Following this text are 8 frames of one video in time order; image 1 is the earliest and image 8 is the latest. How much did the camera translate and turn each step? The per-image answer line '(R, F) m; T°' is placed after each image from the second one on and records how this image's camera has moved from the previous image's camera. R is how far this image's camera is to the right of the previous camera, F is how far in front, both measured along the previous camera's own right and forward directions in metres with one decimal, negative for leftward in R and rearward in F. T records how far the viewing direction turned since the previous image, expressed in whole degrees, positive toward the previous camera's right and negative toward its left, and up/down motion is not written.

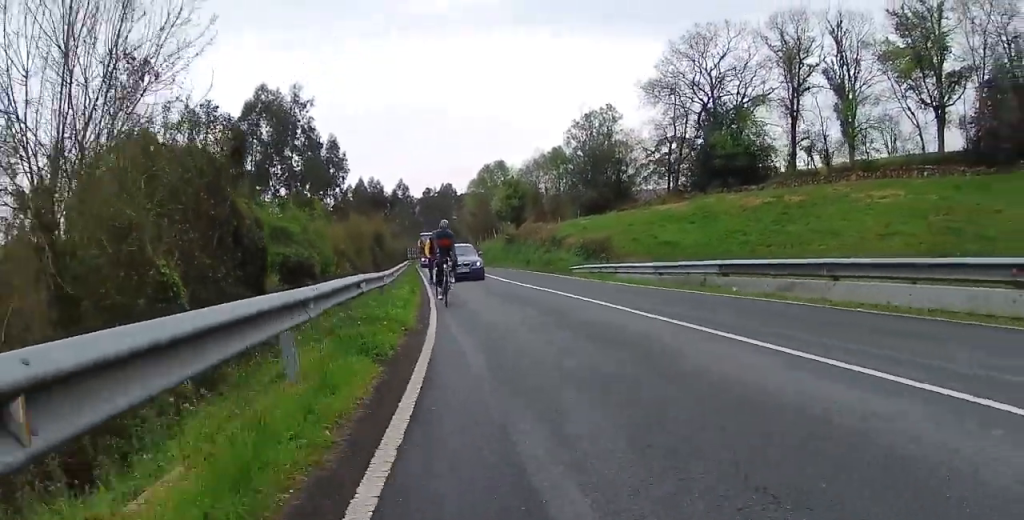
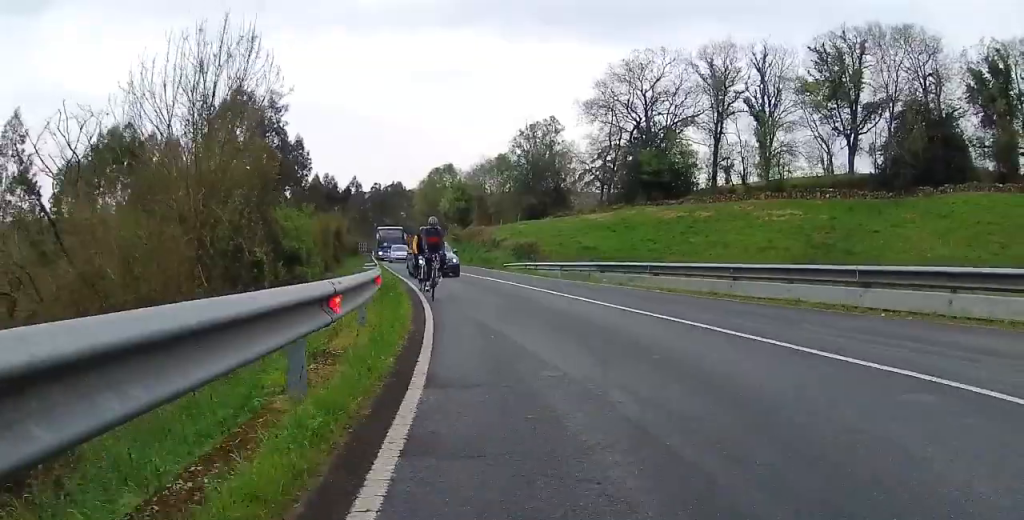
(+0.8, +7.1) m; +12°
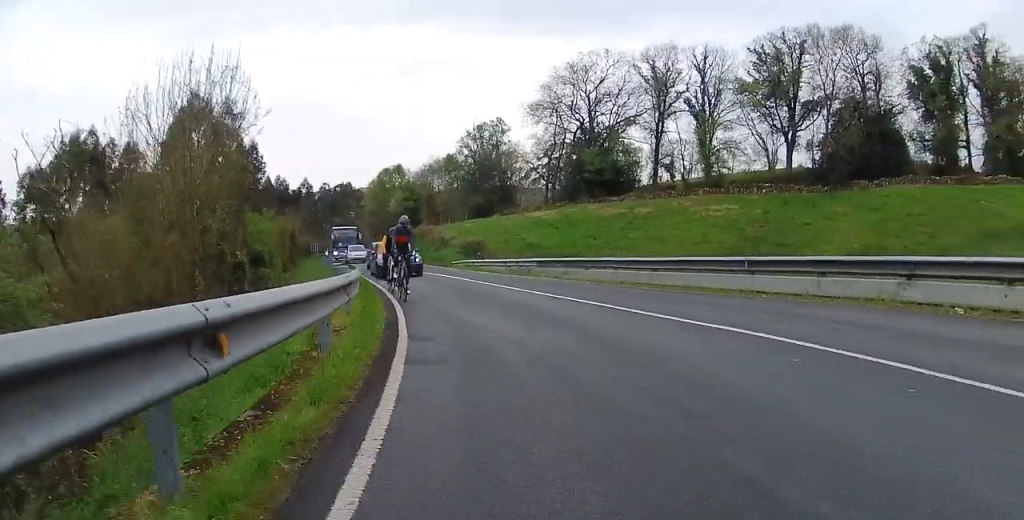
(+0.1, +2.4) m; +5°
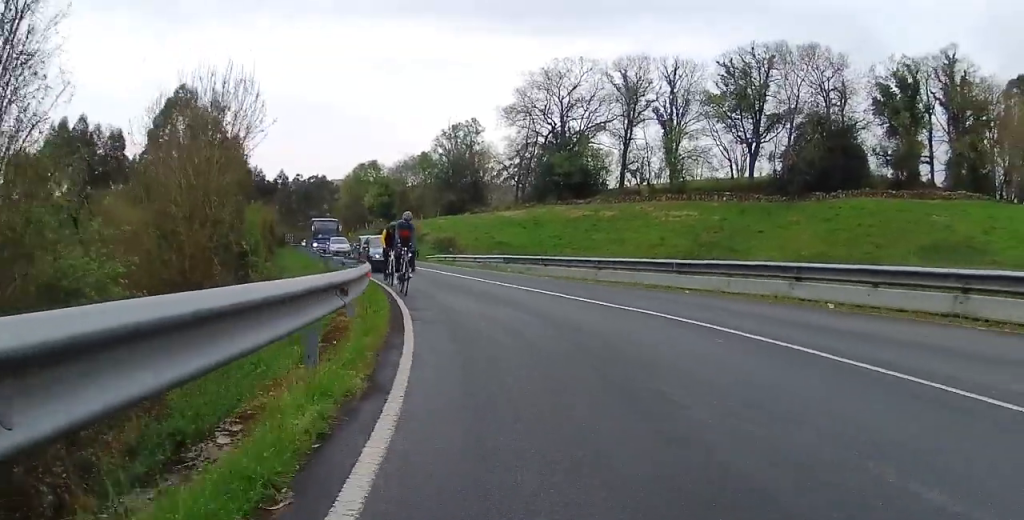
(-0.1, +2.8) m; +7°
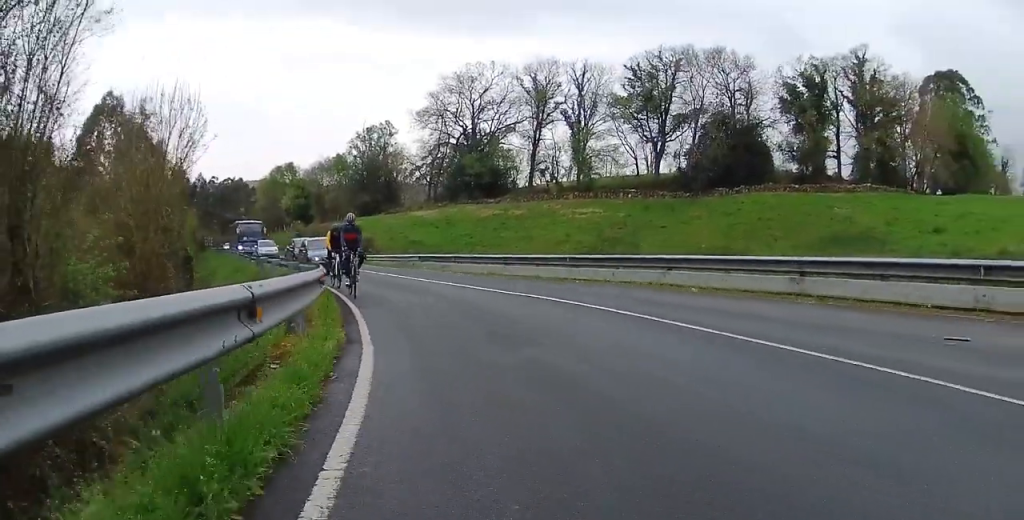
(+0.4, +2.6) m; +6°
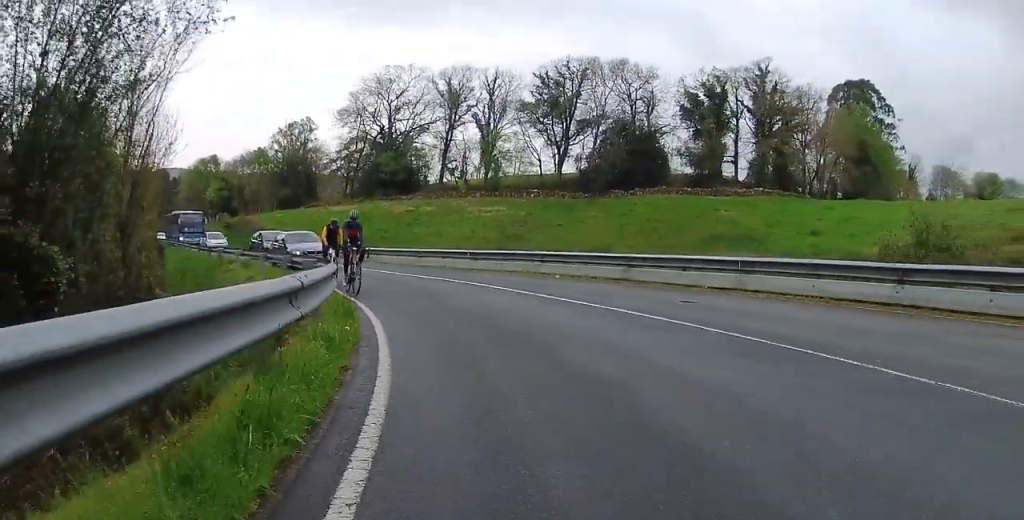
(+0.3, +5.4) m; +4°
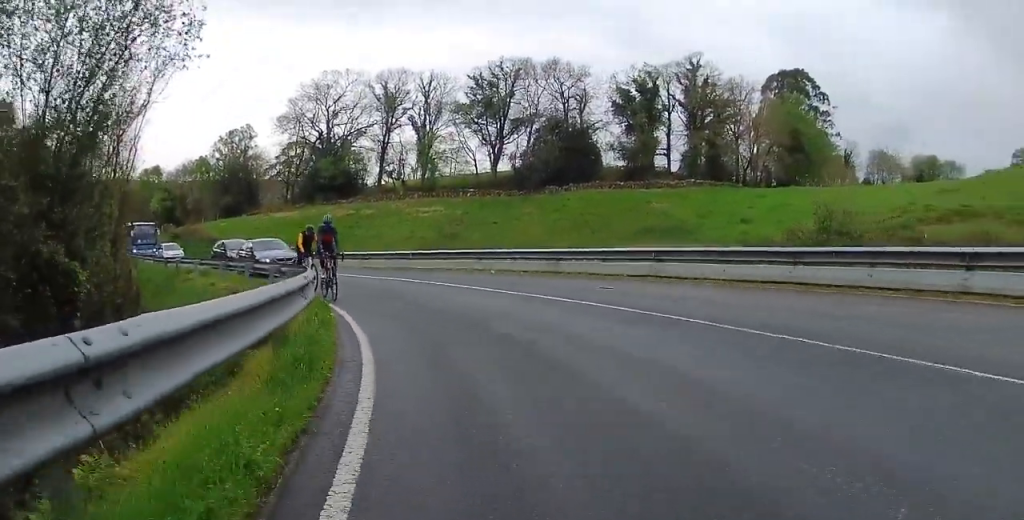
(0.0, +1.8) m; 0°
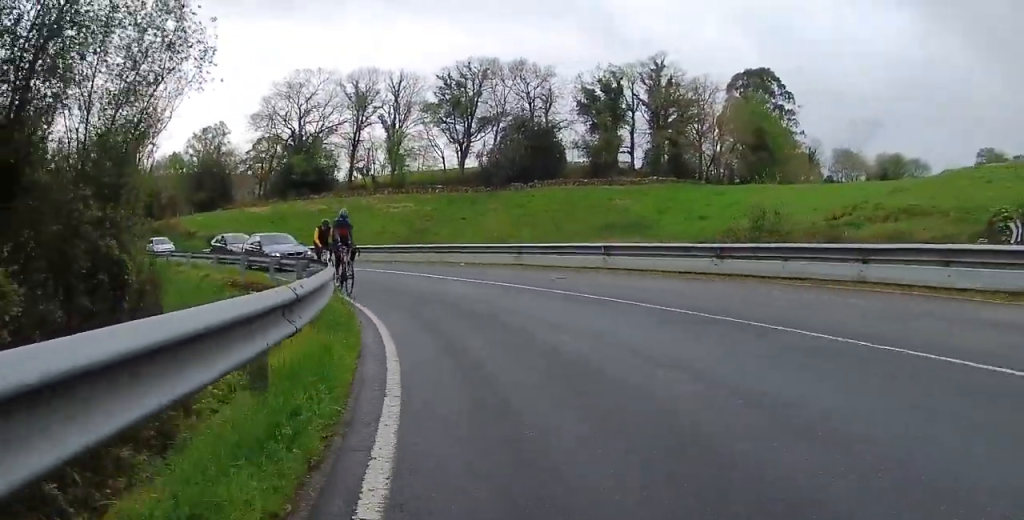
(0.0, +2.2) m; 0°
